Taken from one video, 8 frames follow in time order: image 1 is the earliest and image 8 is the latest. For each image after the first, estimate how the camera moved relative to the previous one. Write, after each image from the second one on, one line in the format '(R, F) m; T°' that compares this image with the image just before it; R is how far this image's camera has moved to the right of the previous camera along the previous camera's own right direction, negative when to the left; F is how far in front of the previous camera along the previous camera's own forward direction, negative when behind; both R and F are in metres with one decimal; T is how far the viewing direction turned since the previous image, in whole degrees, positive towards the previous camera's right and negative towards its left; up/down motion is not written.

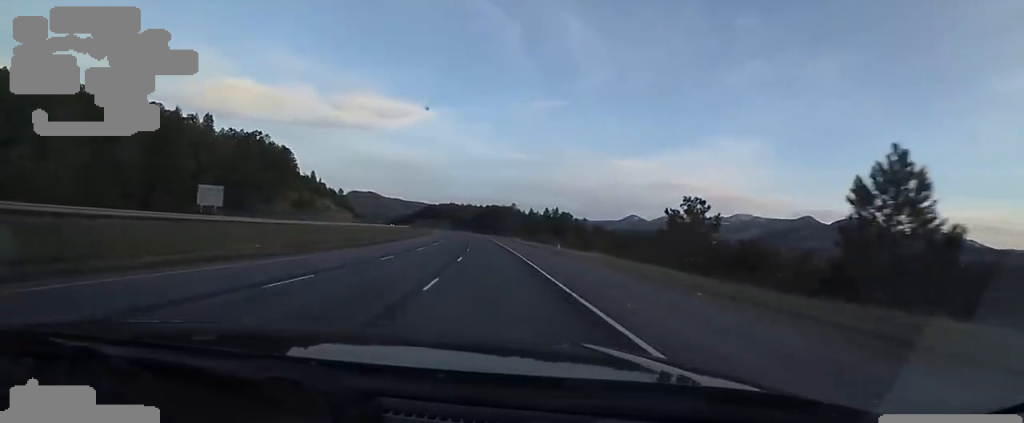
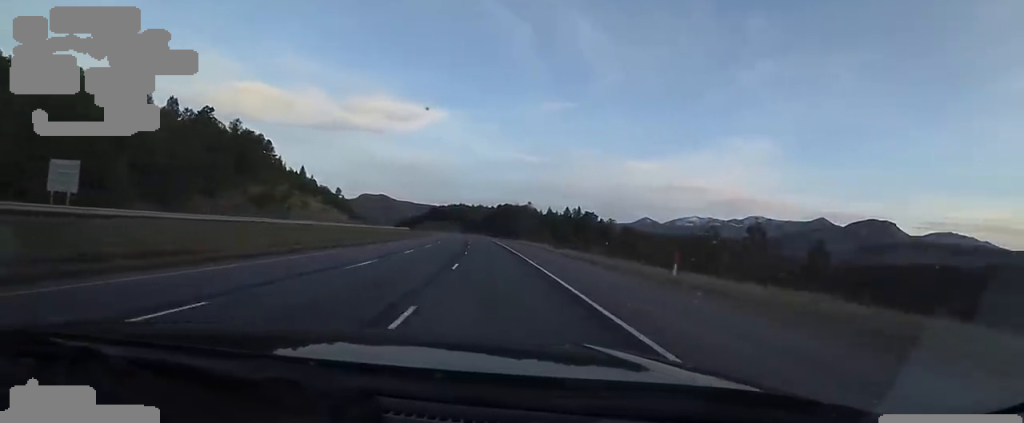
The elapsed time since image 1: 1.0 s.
(-0.6, +30.4) m; -1°
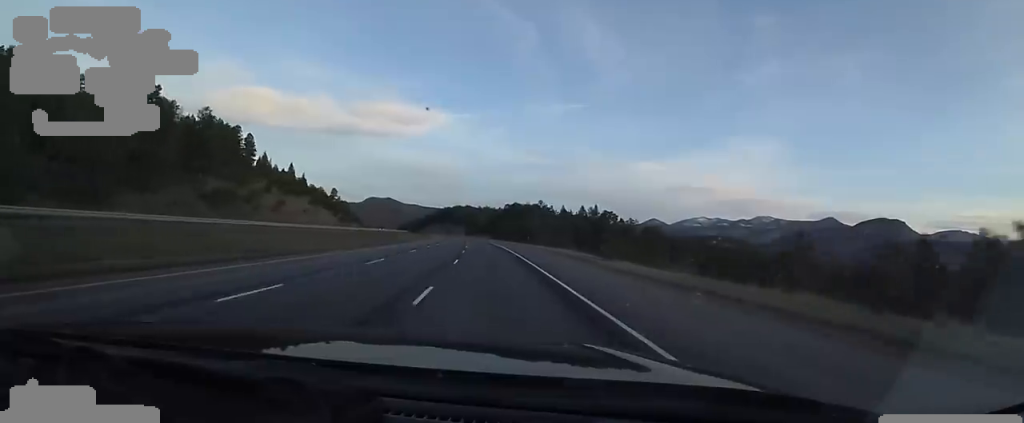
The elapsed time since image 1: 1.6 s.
(0.0, +21.1) m; 0°
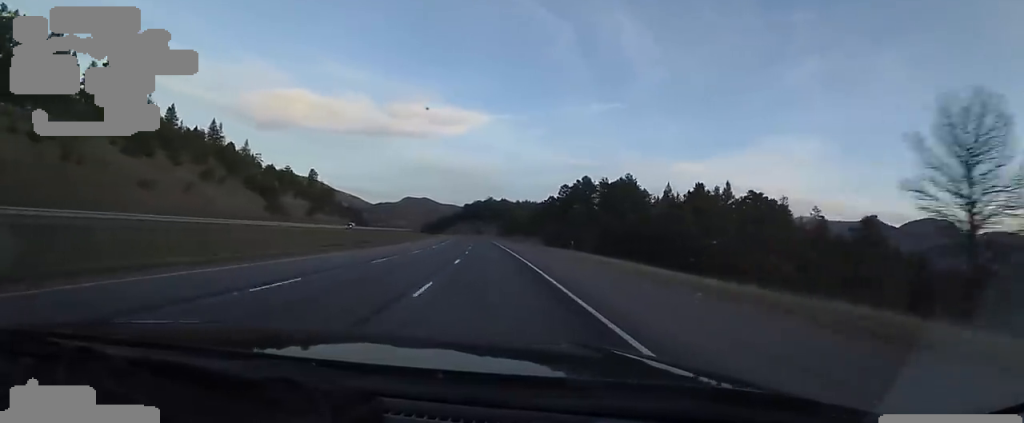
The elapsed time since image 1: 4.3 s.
(-3.4, +84.3) m; -5°
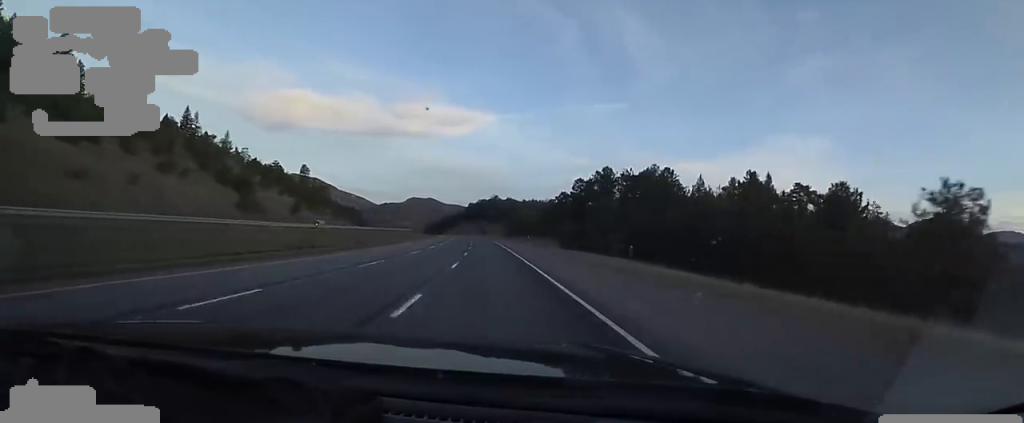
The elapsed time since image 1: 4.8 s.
(0.0, +15.6) m; 0°
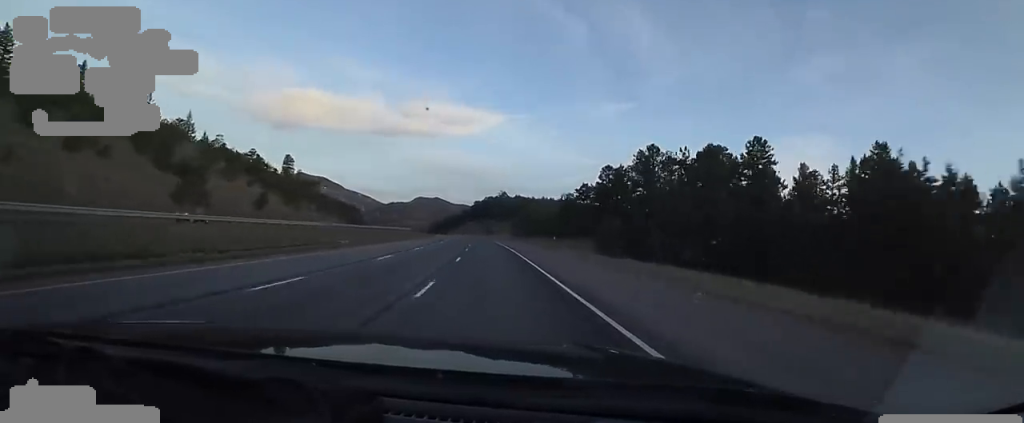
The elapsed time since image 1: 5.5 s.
(0.0, +22.0) m; -2°
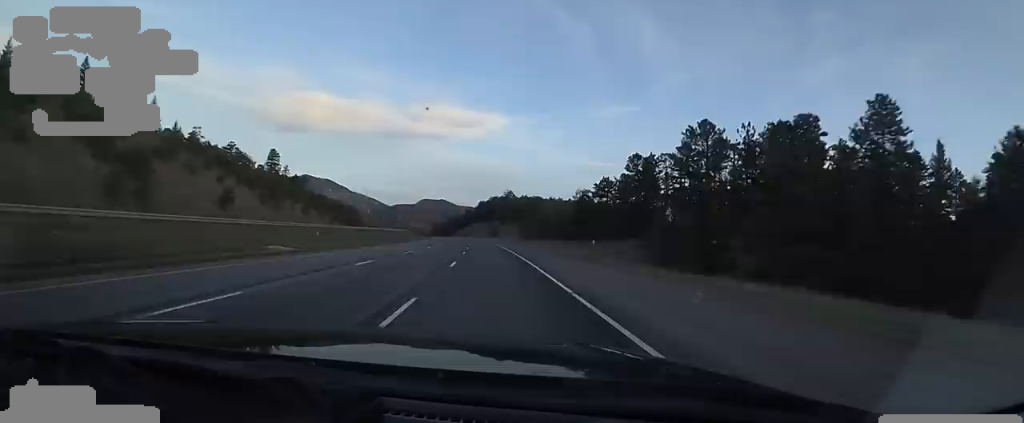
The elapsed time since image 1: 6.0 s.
(+0.3, +15.8) m; -1°
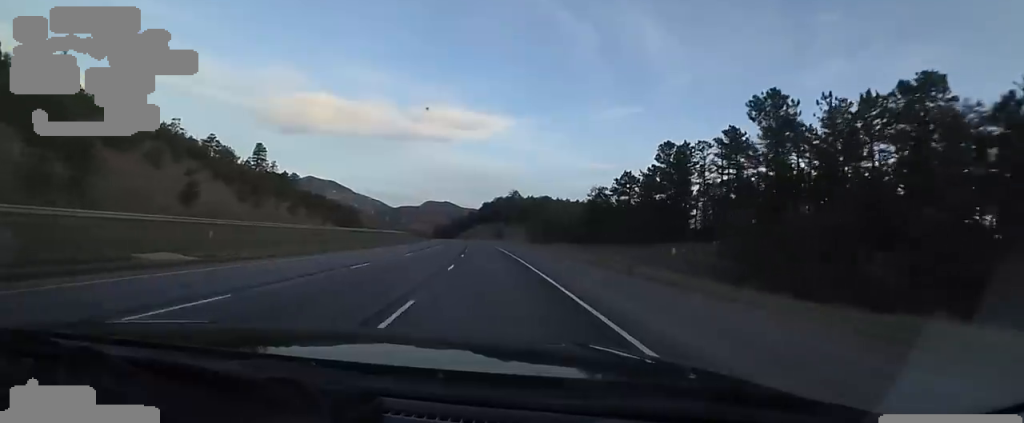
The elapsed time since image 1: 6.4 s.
(-0.6, +12.8) m; -1°
